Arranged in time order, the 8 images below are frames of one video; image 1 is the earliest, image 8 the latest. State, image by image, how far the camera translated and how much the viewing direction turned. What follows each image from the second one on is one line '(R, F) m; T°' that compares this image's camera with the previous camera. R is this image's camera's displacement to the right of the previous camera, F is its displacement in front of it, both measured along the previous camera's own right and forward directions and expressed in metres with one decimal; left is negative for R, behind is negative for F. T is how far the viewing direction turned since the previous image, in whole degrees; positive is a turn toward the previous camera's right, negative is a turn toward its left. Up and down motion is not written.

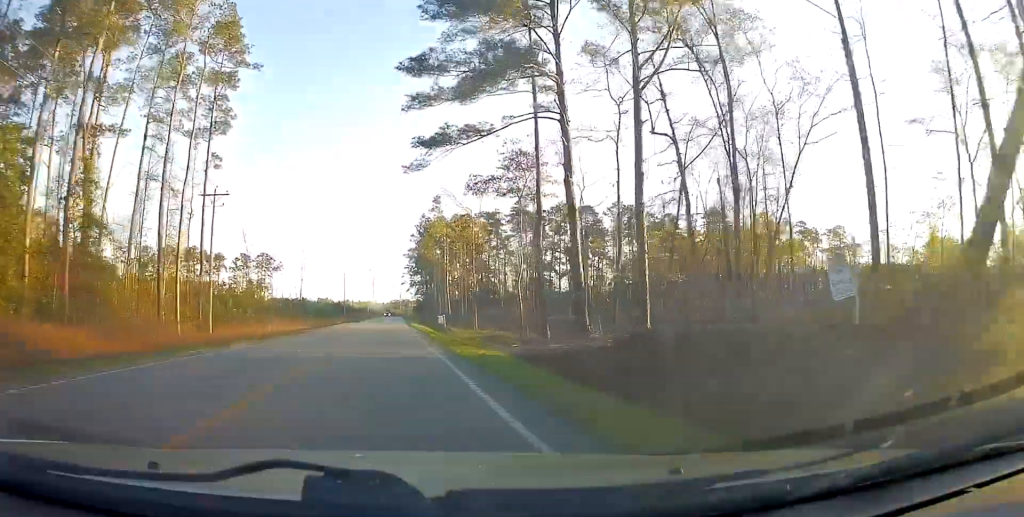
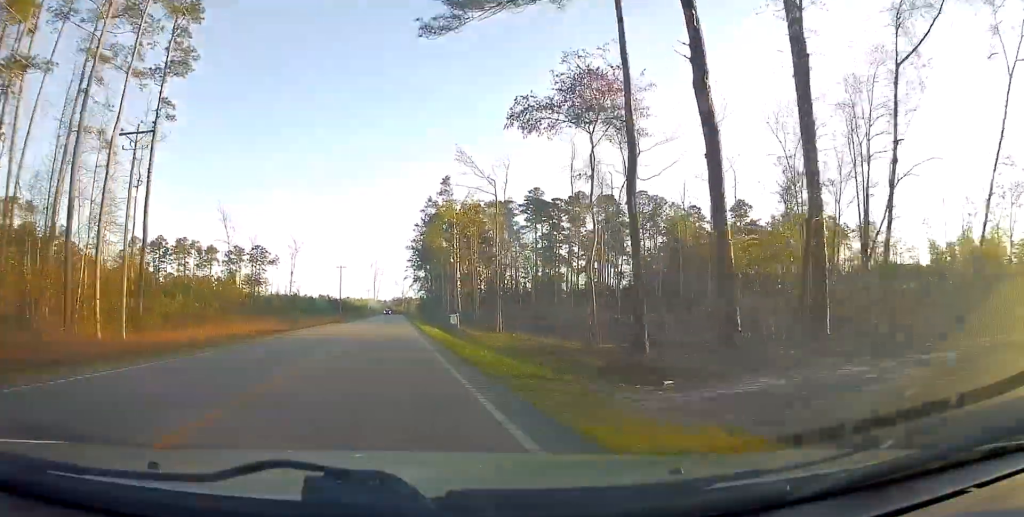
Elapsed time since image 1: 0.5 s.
(0.0, +14.6) m; -1°
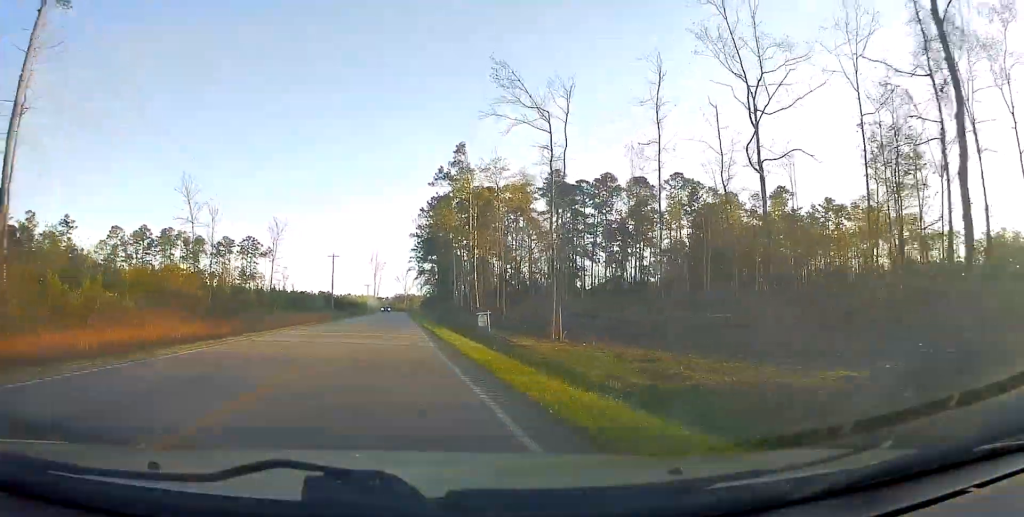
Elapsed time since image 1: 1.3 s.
(-0.3, +19.0) m; -1°
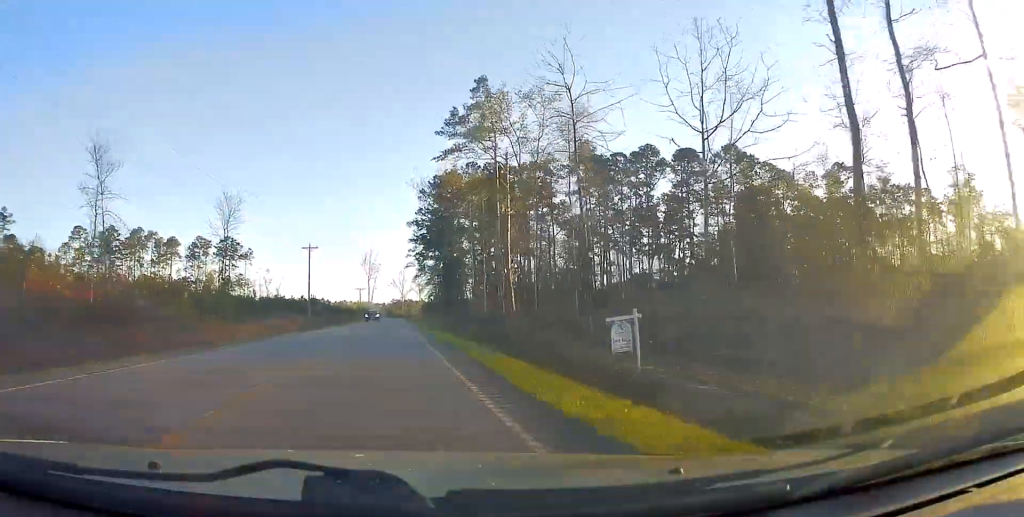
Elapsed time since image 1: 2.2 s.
(0.0, +25.9) m; +2°
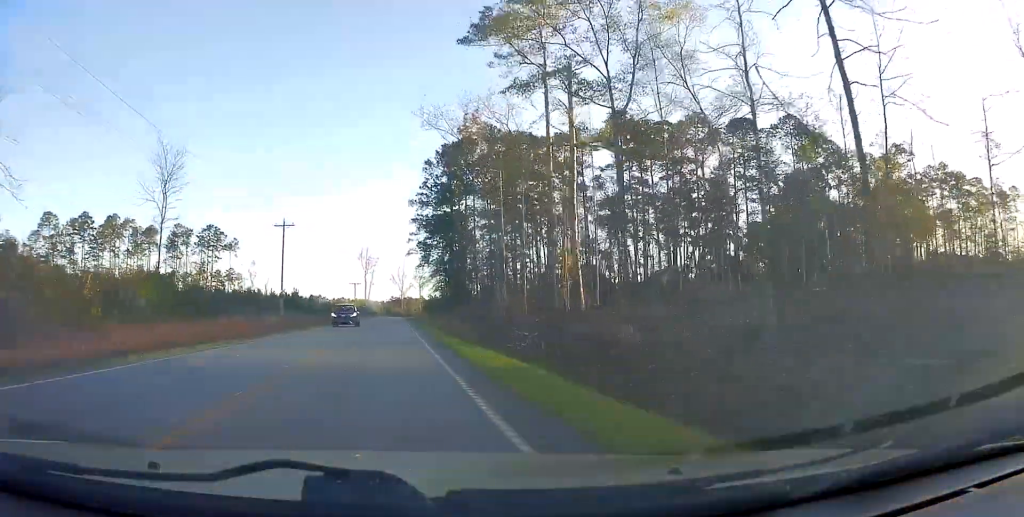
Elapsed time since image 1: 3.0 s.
(+0.5, +19.4) m; 0°
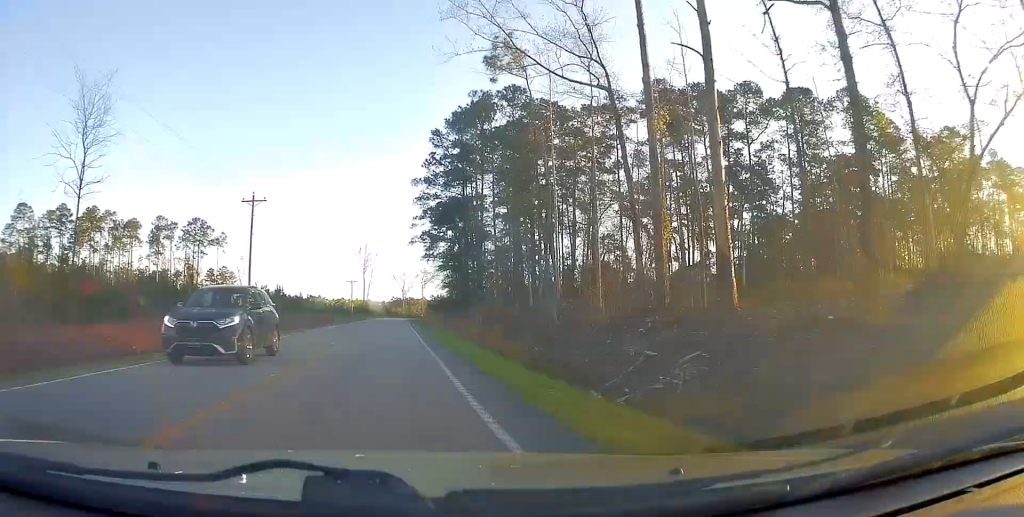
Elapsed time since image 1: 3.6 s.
(+0.2, +15.0) m; 0°
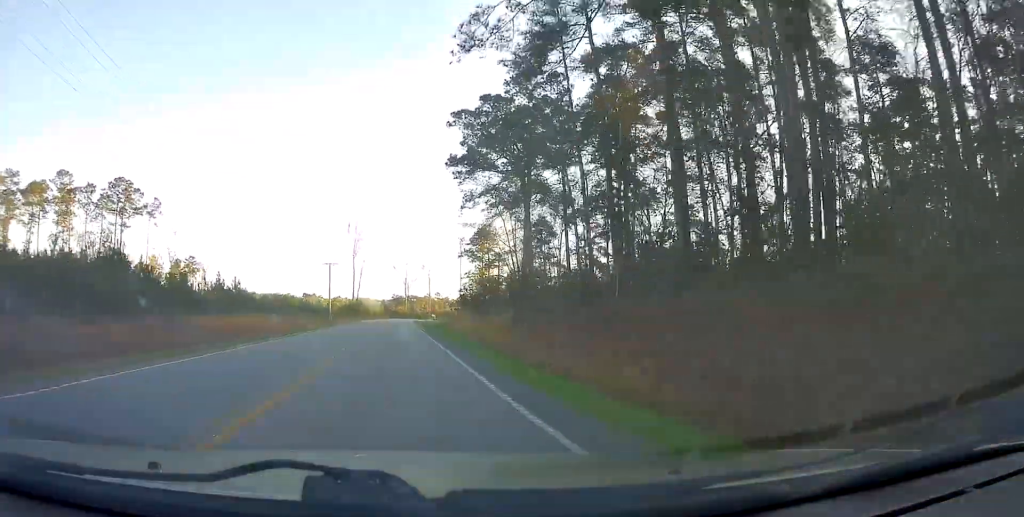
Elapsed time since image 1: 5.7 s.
(-1.4, +52.9) m; -1°
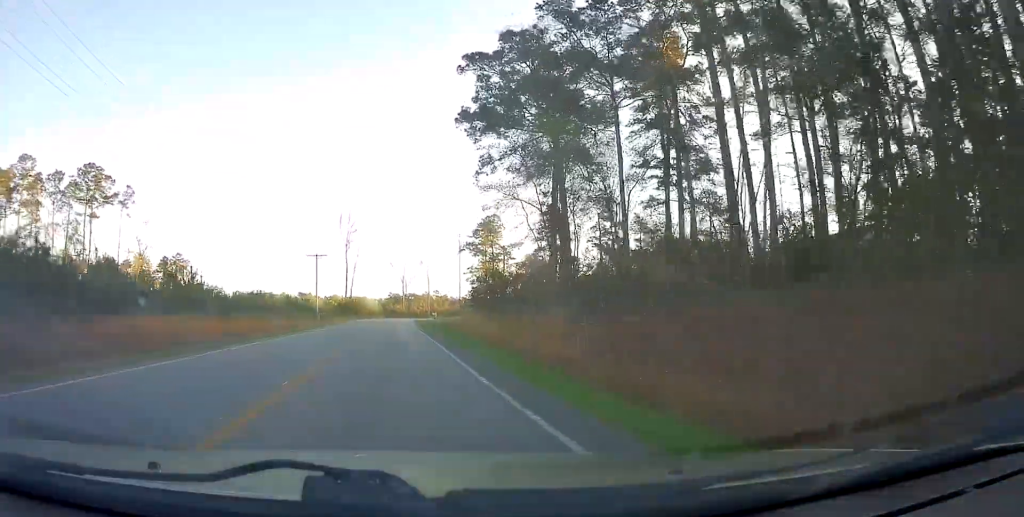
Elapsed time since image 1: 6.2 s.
(0.0, +12.5) m; 0°
